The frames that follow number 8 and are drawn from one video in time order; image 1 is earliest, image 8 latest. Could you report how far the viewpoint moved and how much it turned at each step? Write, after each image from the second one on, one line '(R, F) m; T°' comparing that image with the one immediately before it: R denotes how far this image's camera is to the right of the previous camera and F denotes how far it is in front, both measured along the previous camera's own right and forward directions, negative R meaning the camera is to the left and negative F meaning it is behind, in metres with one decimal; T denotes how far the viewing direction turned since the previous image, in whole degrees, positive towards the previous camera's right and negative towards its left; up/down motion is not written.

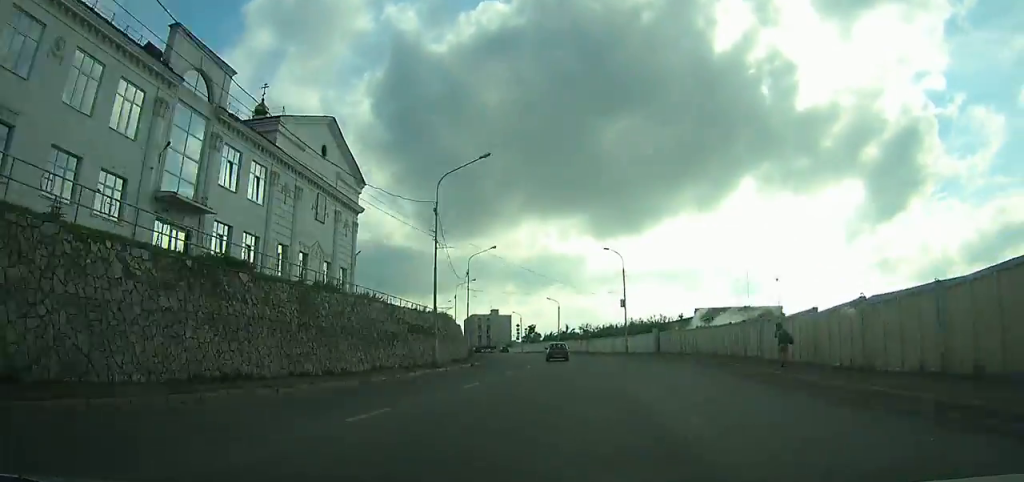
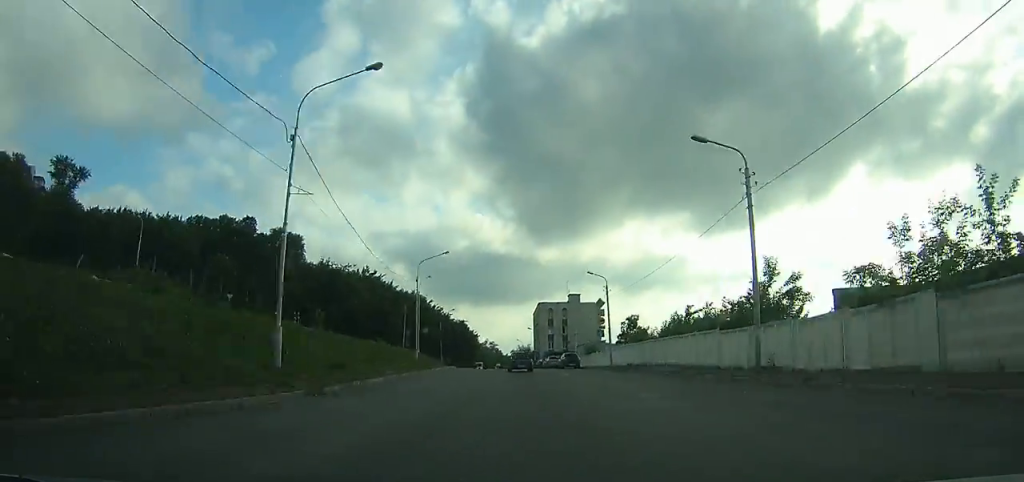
(+0.3, +72.7) m; -2°
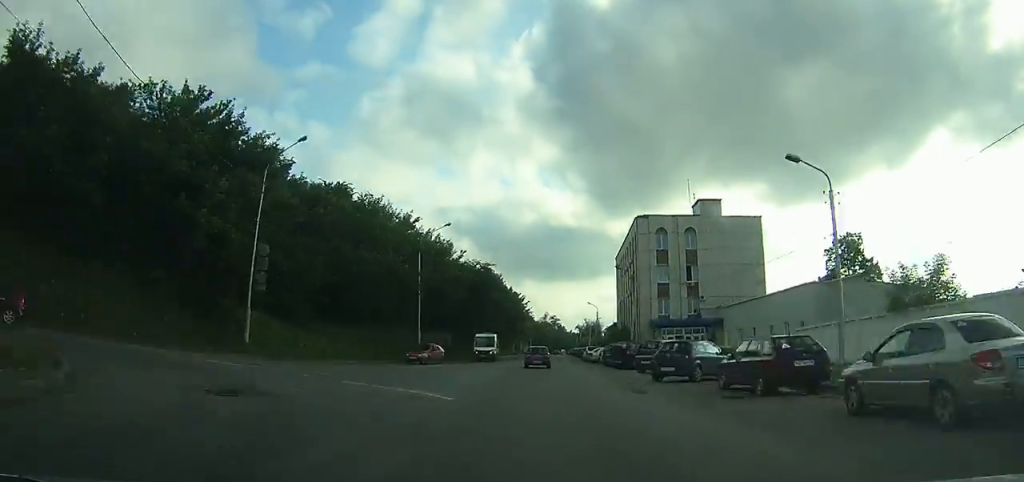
(-5.3, +68.3) m; -8°
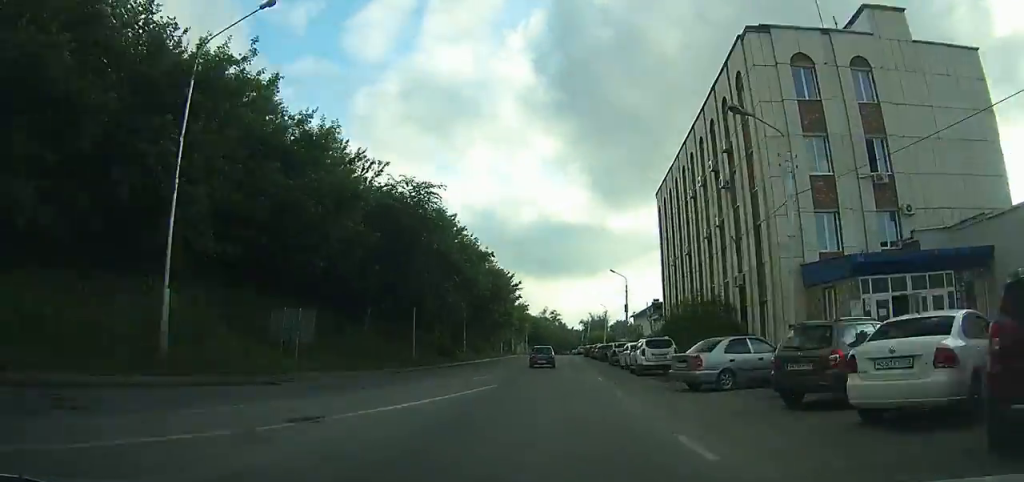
(-0.4, +37.0) m; 0°
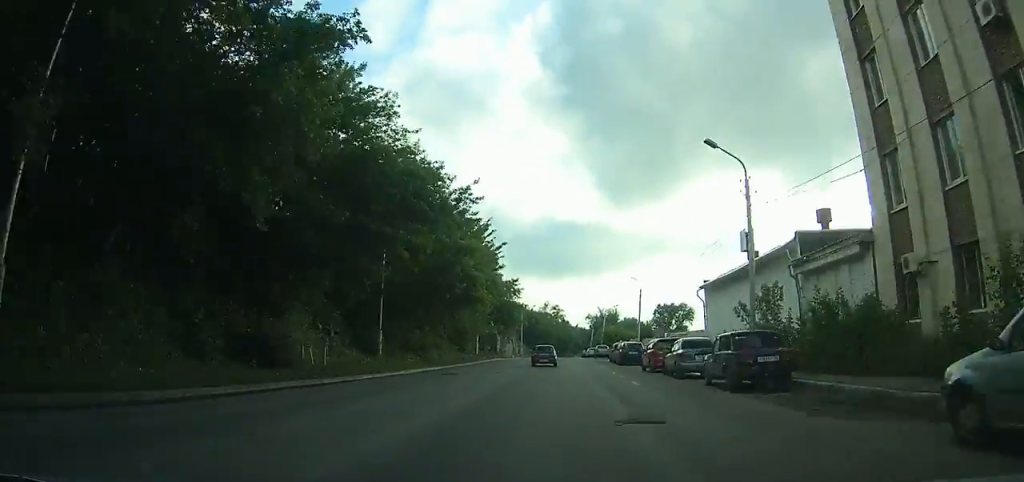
(+0.2, +35.9) m; +1°
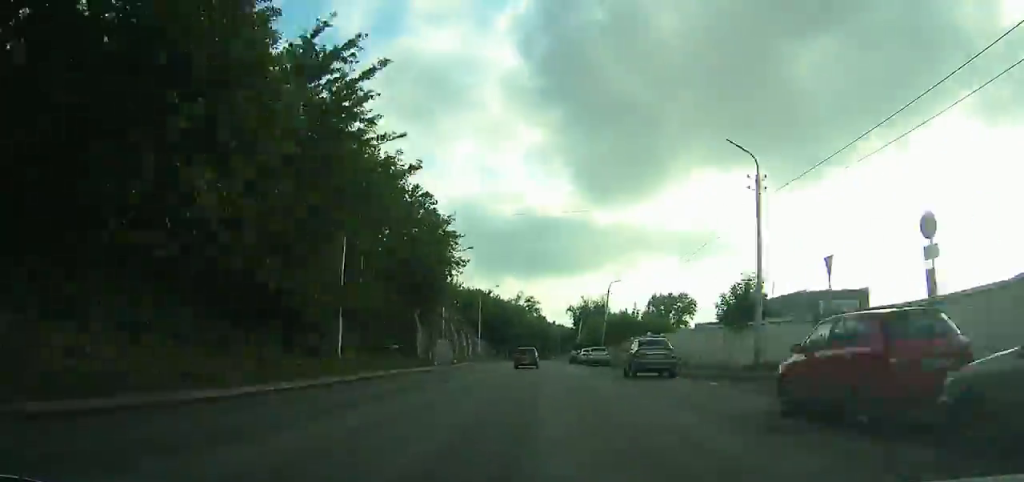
(+0.3, +39.6) m; +1°
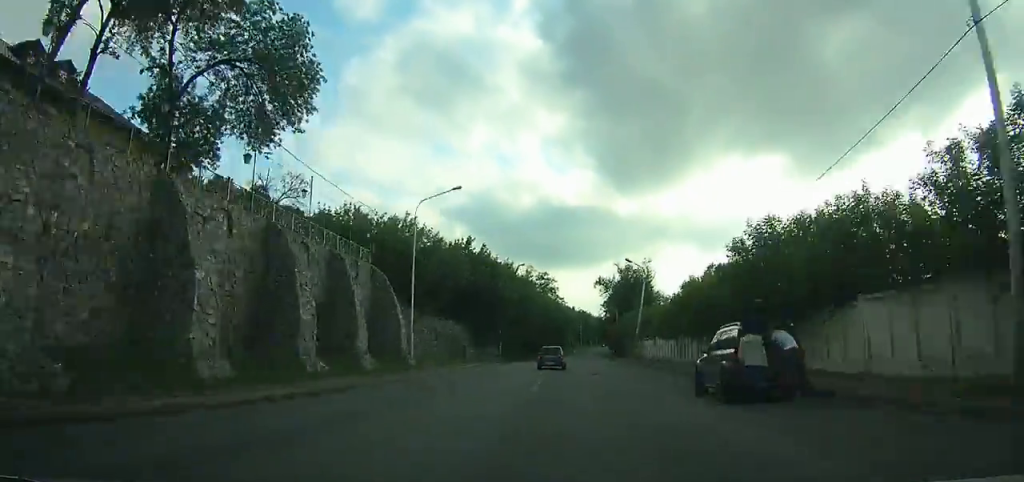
(+0.2, +52.9) m; 0°
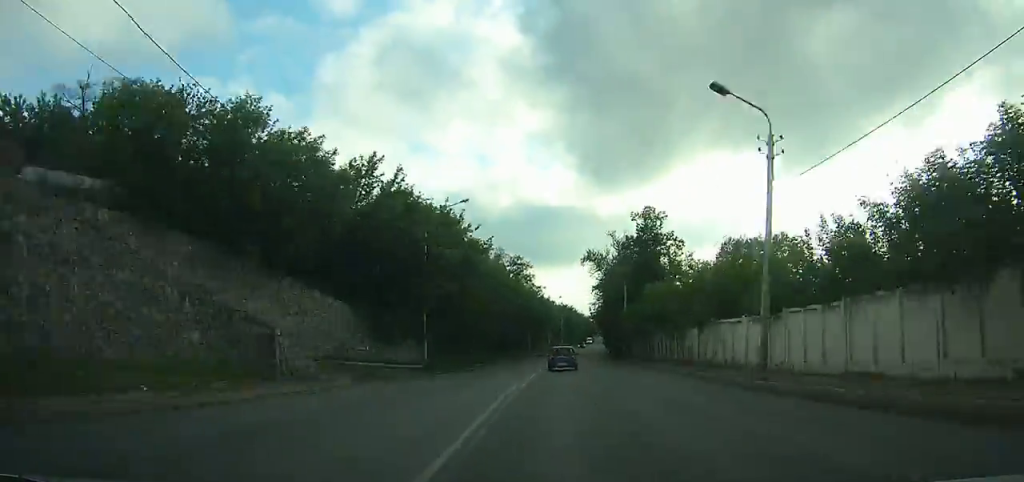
(-0.3, +32.3) m; 0°
